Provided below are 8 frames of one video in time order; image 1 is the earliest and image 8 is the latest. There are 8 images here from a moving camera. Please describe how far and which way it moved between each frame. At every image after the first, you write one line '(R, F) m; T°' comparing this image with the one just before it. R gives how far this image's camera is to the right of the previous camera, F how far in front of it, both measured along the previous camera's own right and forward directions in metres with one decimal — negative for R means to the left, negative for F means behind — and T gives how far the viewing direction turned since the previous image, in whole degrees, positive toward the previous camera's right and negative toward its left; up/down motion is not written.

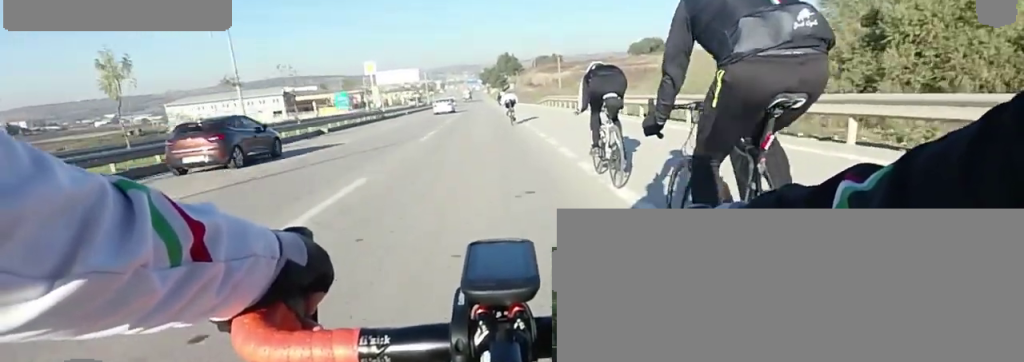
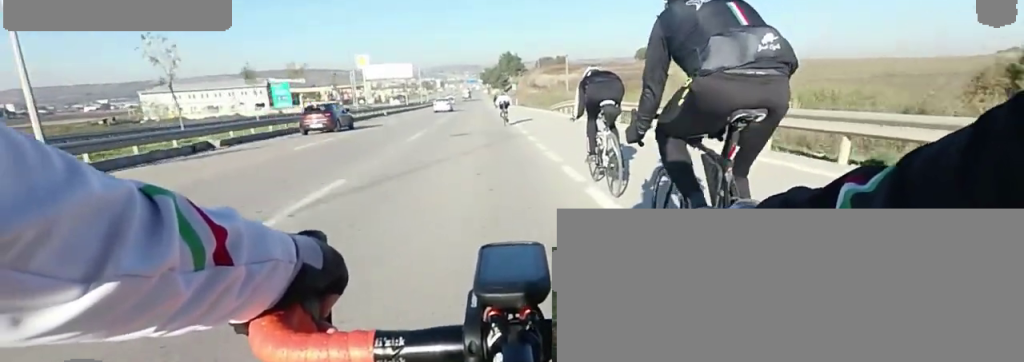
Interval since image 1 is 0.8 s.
(0.0, +6.5) m; 0°
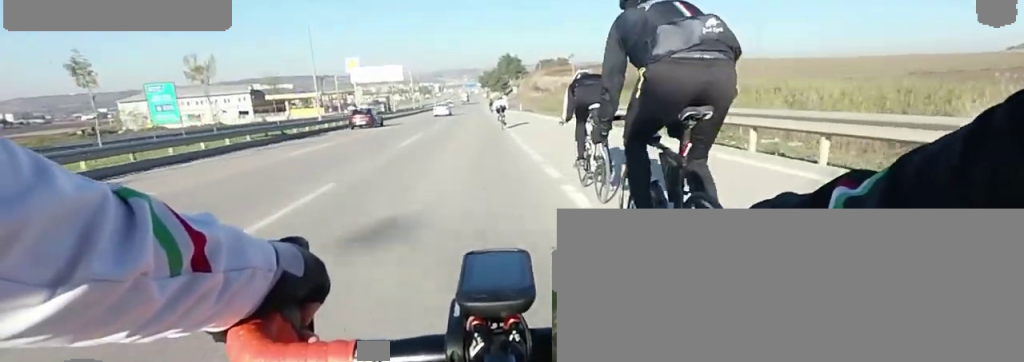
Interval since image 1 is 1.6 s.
(0.0, +6.1) m; -4°
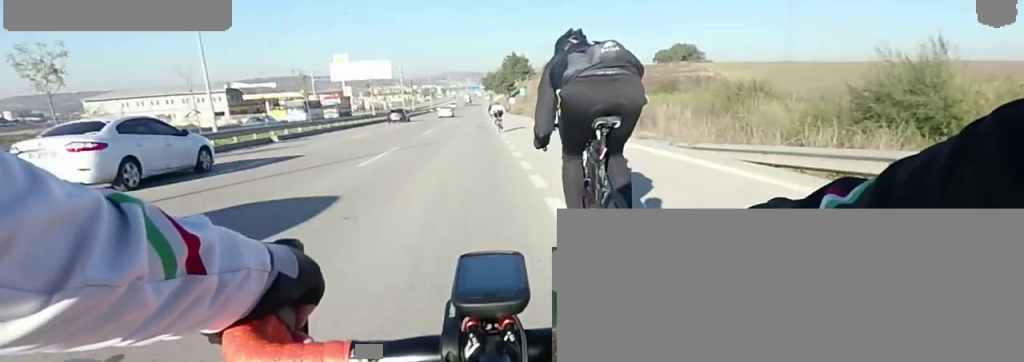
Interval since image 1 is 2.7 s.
(-0.7, +8.5) m; +1°
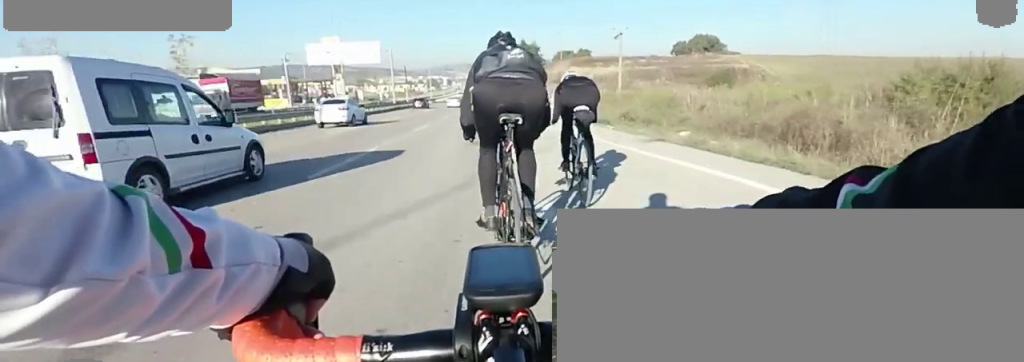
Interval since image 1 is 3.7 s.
(+0.8, +7.7) m; +8°
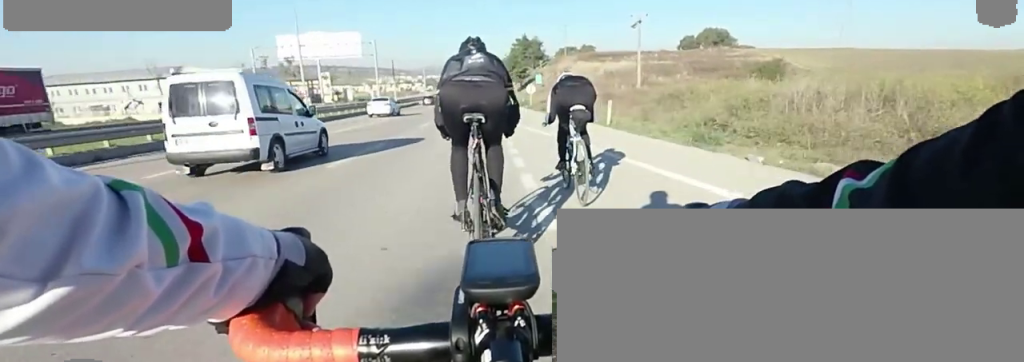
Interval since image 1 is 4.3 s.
(+0.3, +5.3) m; -2°
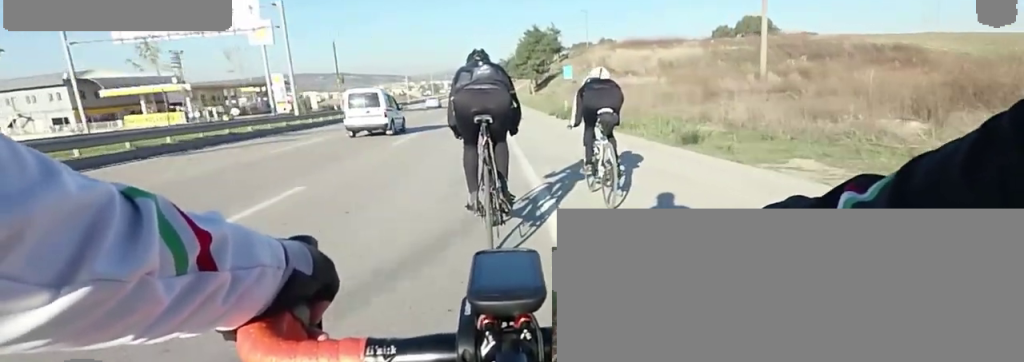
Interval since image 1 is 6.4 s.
(-2.0, +16.2) m; -2°
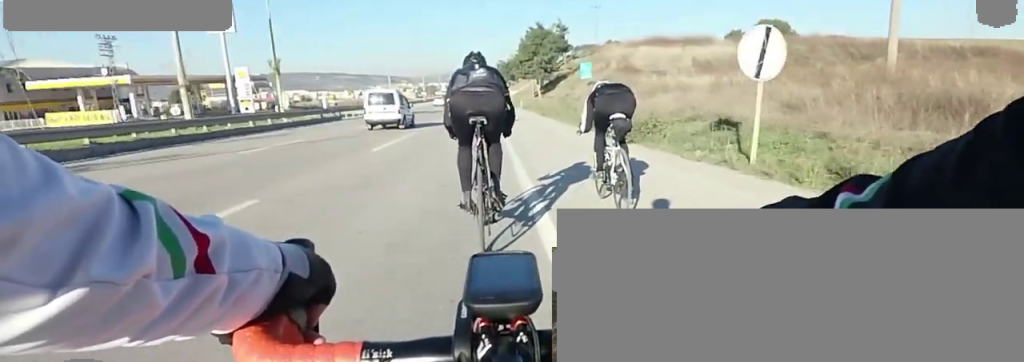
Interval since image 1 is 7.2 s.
(+0.8, +6.7) m; +4°
